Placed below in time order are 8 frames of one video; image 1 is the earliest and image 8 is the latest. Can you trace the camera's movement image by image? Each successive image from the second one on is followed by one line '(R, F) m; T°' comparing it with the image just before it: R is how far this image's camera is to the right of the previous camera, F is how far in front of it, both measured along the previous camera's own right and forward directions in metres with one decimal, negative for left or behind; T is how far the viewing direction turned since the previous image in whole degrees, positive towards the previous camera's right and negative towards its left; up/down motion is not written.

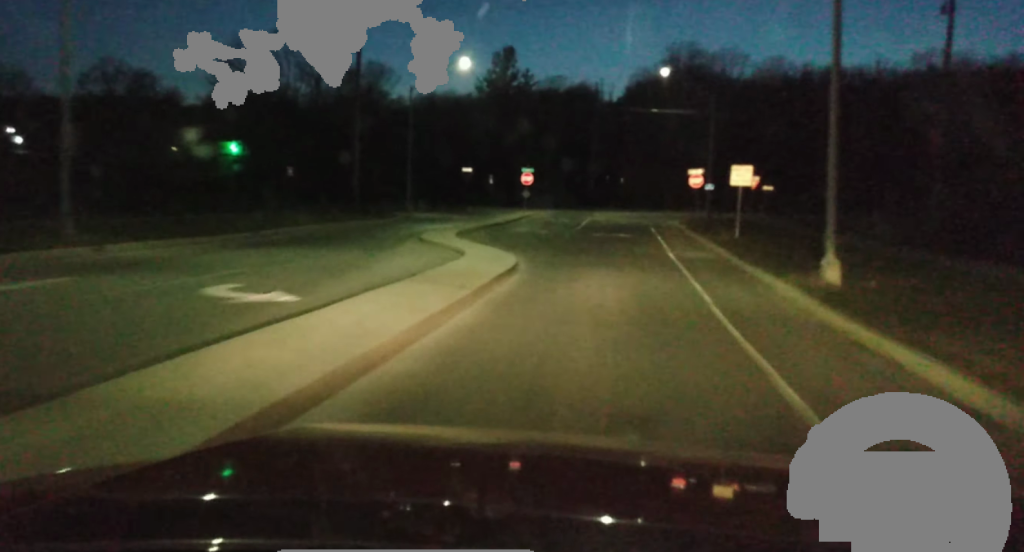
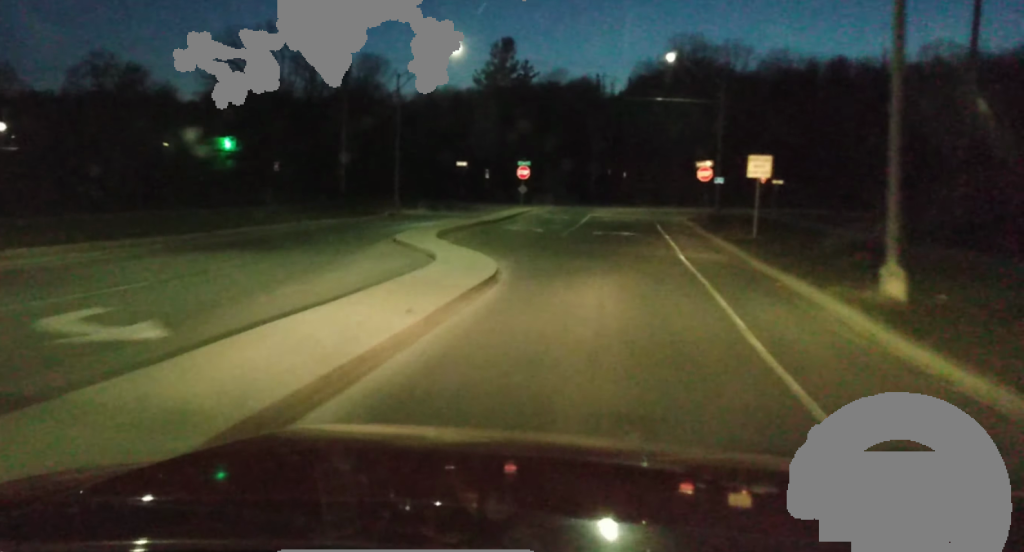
(-0.1, +4.5) m; 0°
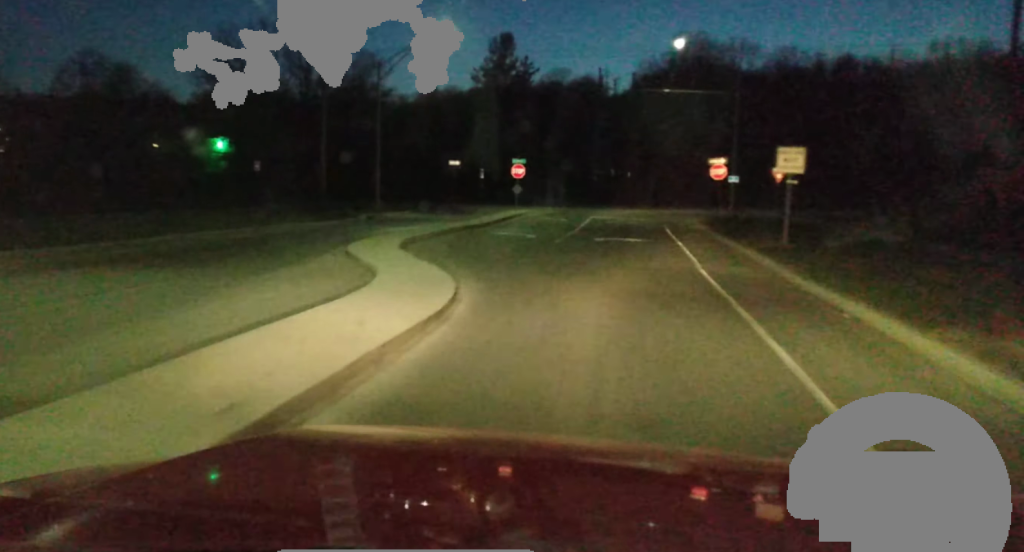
(-0.1, +5.2) m; 0°
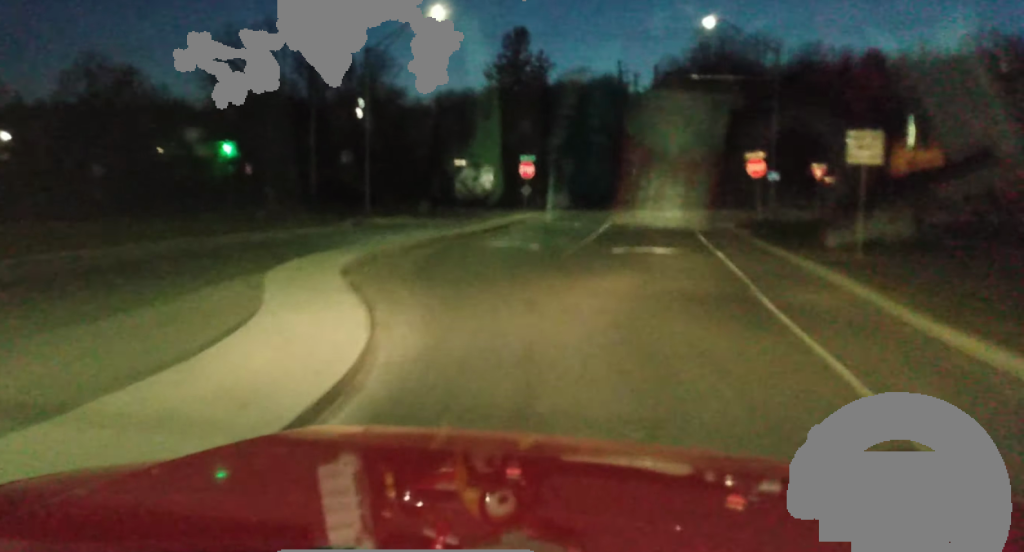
(+0.2, +6.3) m; 0°
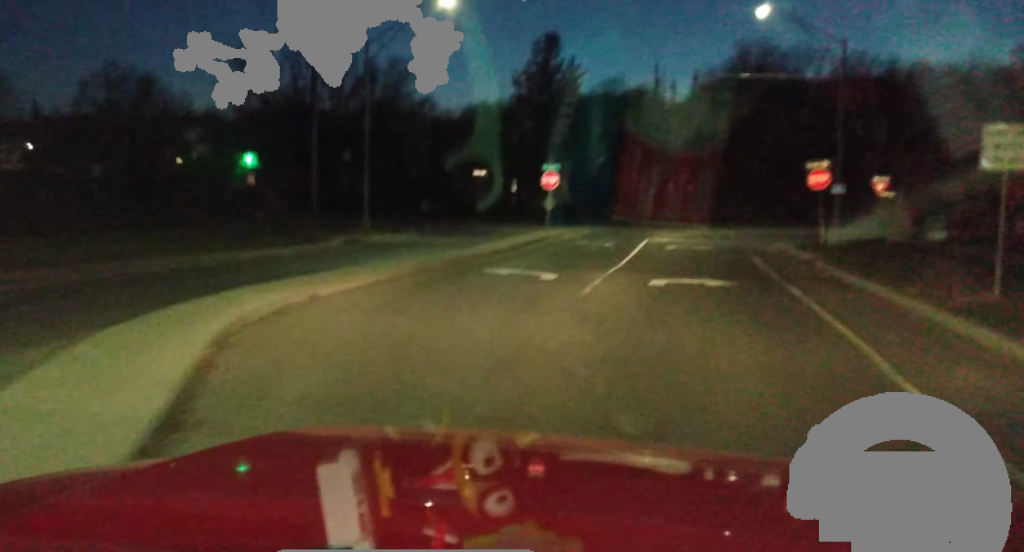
(+0.1, +6.2) m; -1°
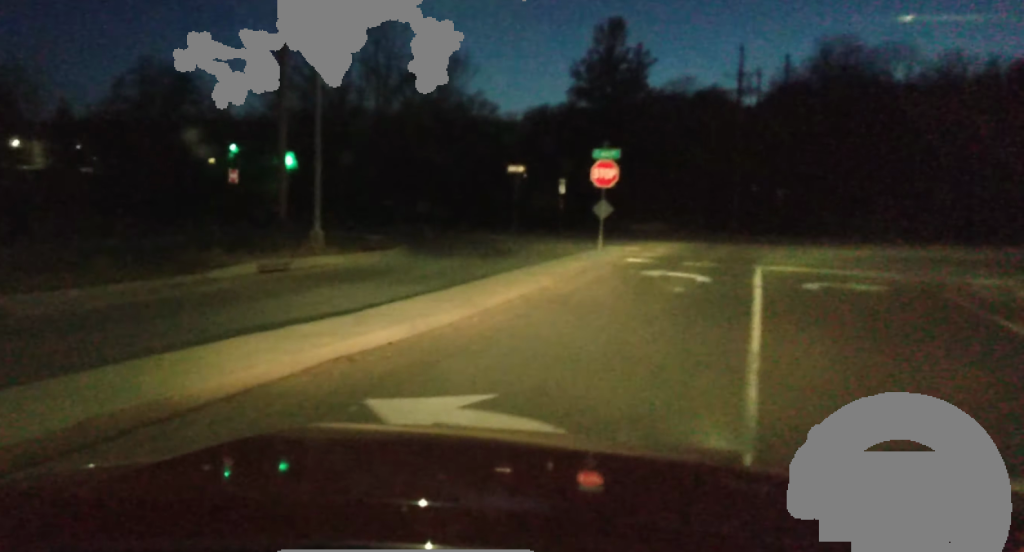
(-1.4, +15.0) m; -9°
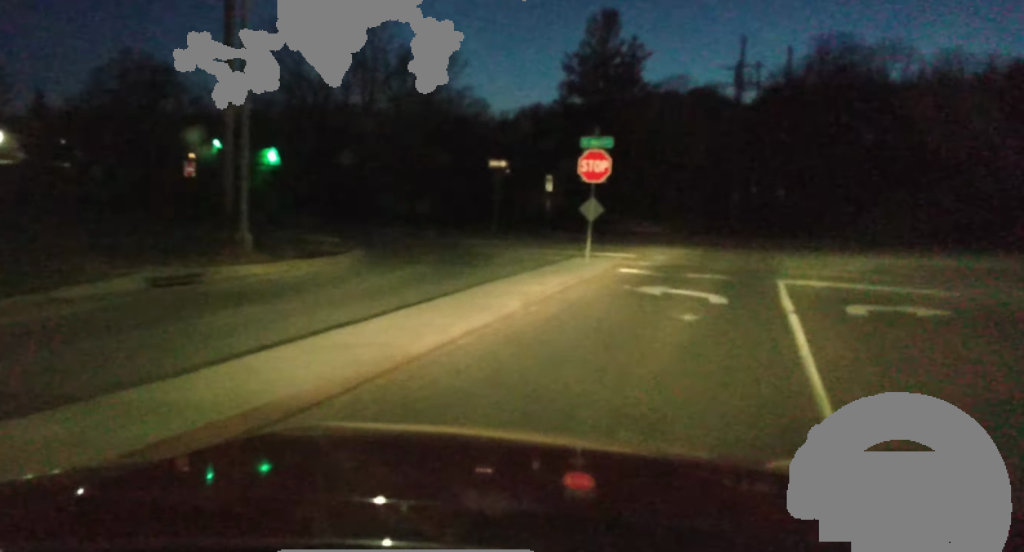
(0.0, +4.8) m; +2°
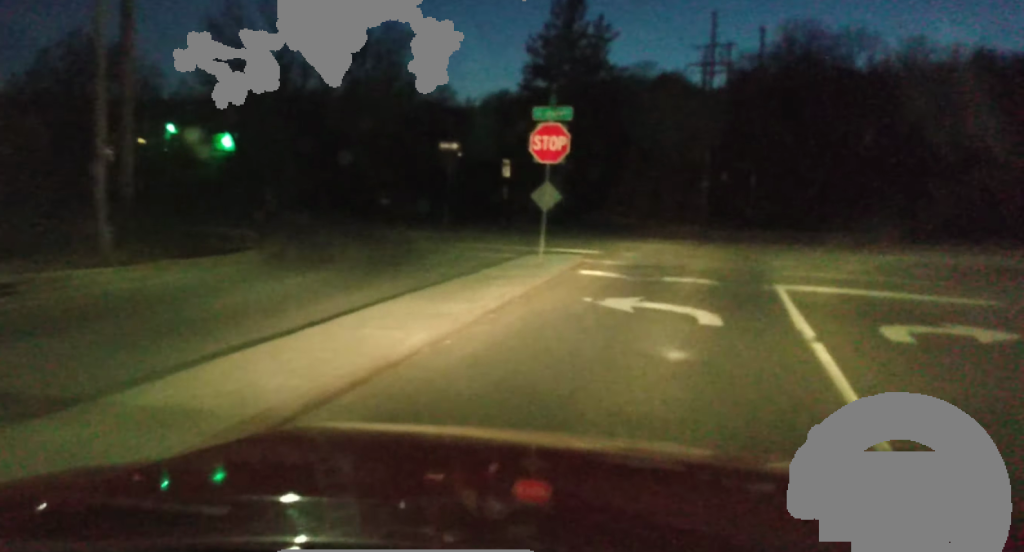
(+0.1, +4.6) m; +4°
